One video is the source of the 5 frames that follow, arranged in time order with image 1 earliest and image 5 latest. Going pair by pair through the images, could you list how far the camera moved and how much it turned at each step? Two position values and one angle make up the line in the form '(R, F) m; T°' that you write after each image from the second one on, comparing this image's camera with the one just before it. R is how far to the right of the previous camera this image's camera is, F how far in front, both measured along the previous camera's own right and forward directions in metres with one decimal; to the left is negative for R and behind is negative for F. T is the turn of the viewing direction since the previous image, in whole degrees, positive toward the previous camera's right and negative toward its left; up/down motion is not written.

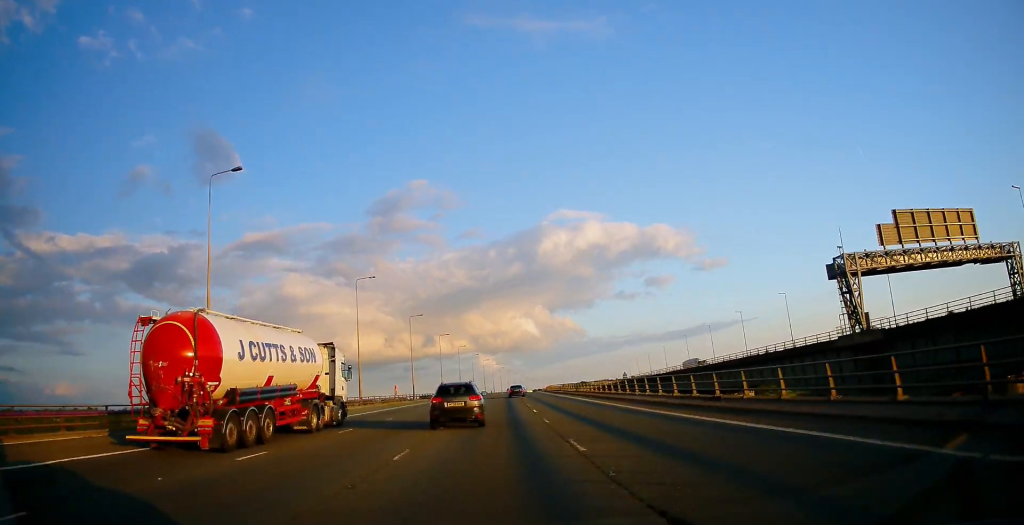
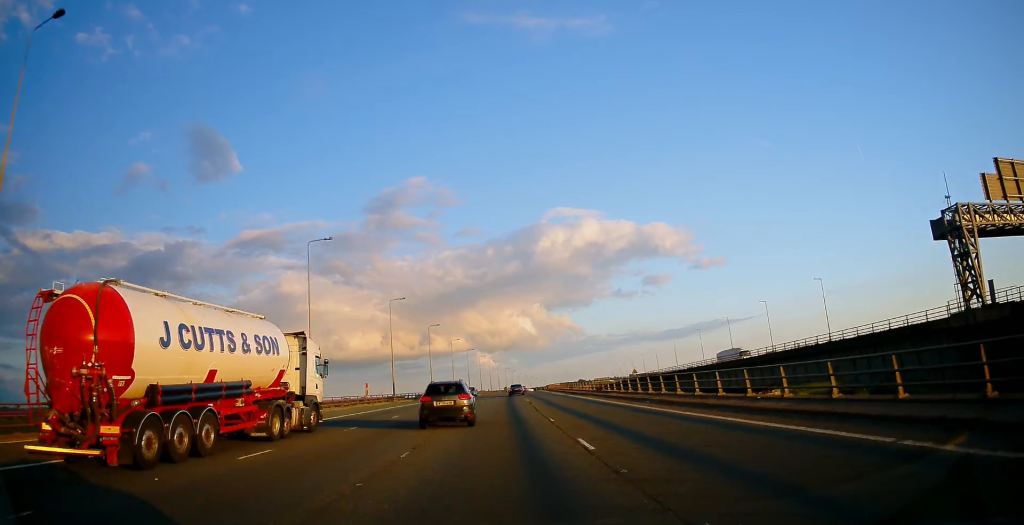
(0.0, +17.3) m; 0°
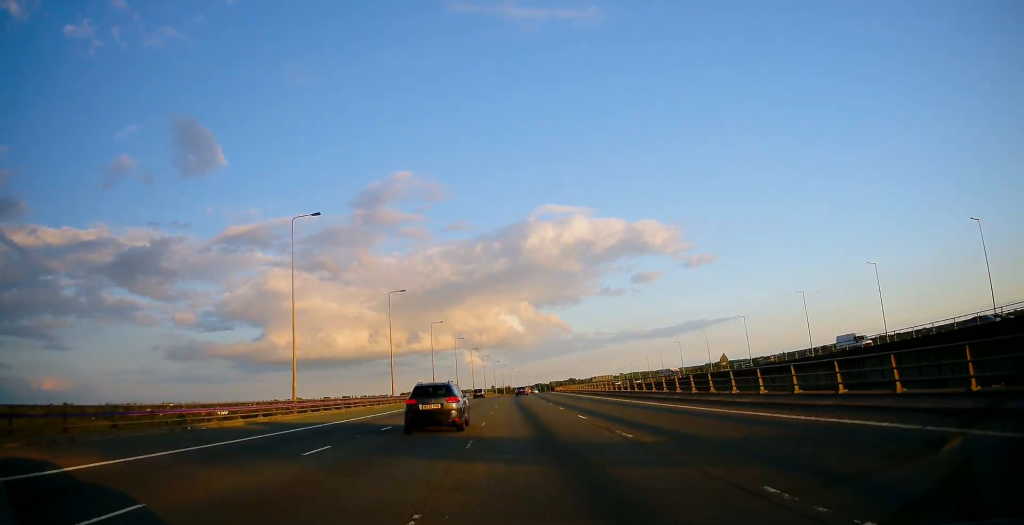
(+0.4, +79.1) m; +1°
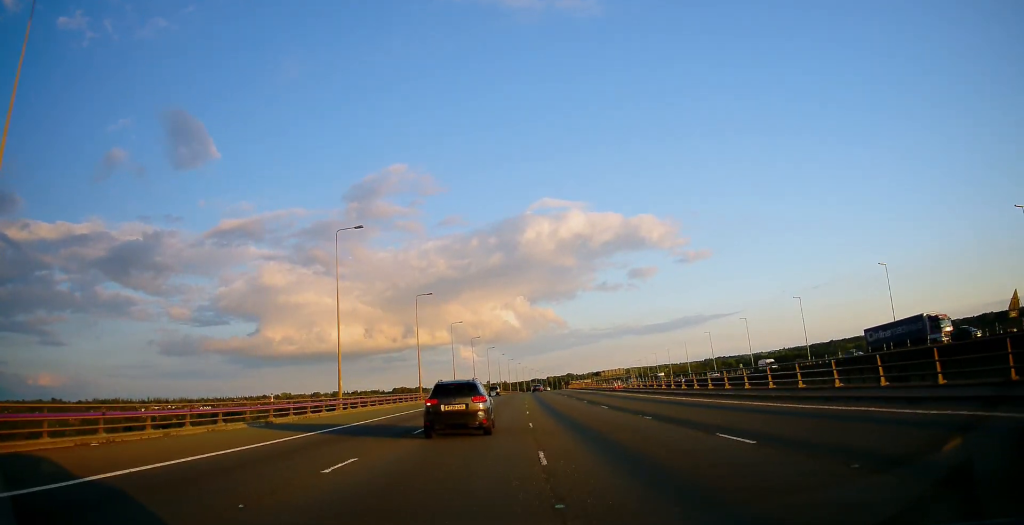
(+0.1, +66.0) m; 0°
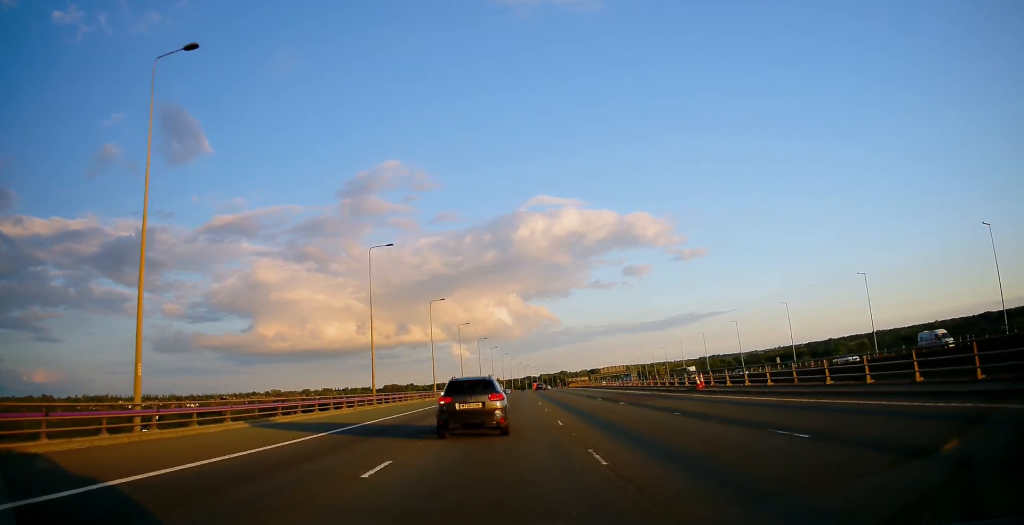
(0.0, +27.8) m; +1°
